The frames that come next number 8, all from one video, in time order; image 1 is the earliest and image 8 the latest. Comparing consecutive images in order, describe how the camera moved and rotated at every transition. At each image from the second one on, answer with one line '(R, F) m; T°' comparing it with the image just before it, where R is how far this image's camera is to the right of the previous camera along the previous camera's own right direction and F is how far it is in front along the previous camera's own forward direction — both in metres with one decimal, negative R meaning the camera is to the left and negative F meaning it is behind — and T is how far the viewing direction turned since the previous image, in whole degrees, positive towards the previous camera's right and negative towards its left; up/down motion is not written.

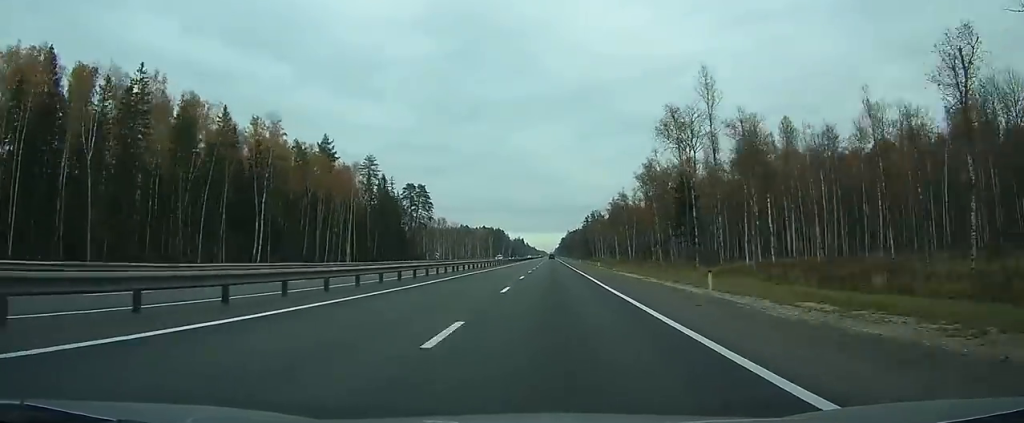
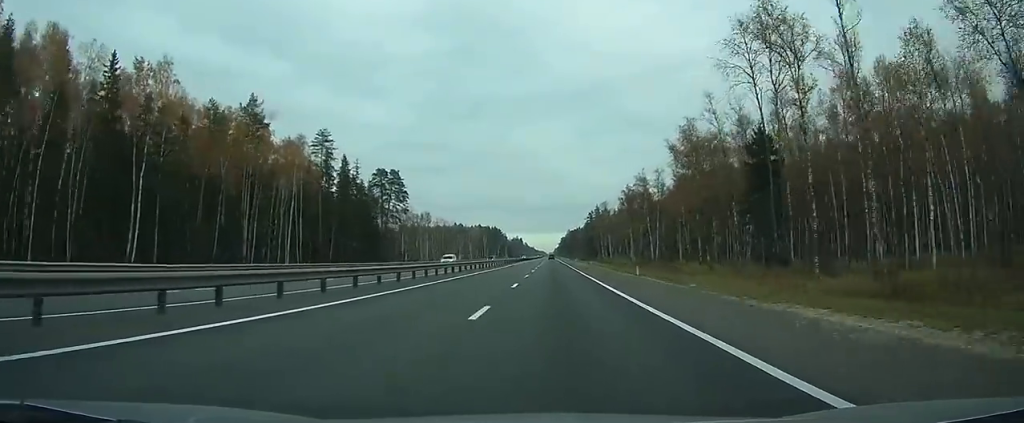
(0.0, +29.4) m; 0°
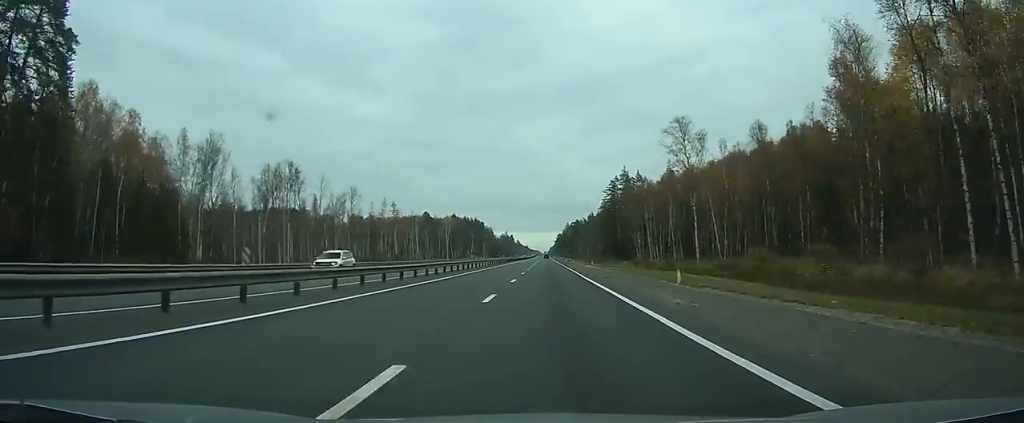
(+1.3, +116.6) m; +1°
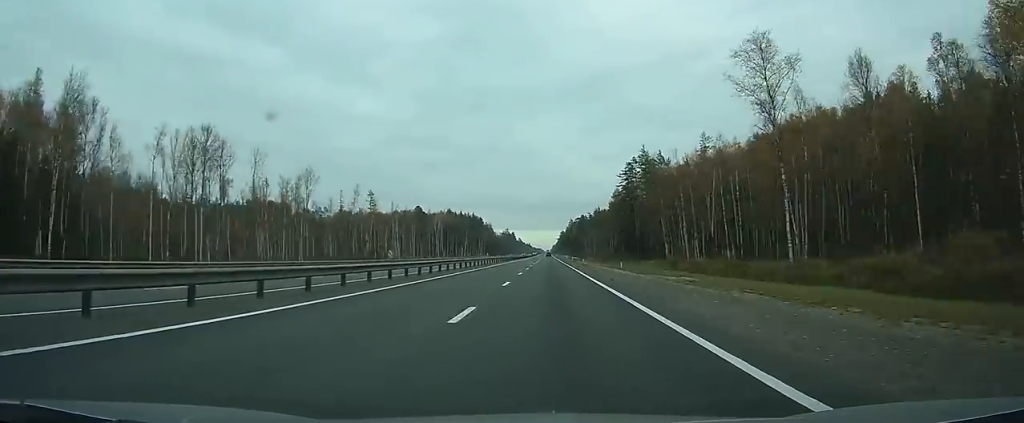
(-0.1, +28.6) m; 0°
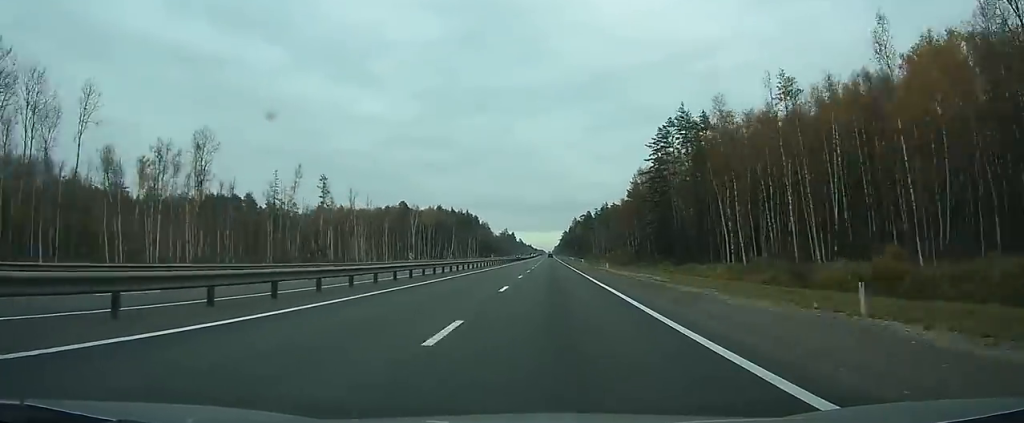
(0.0, +36.4) m; 0°
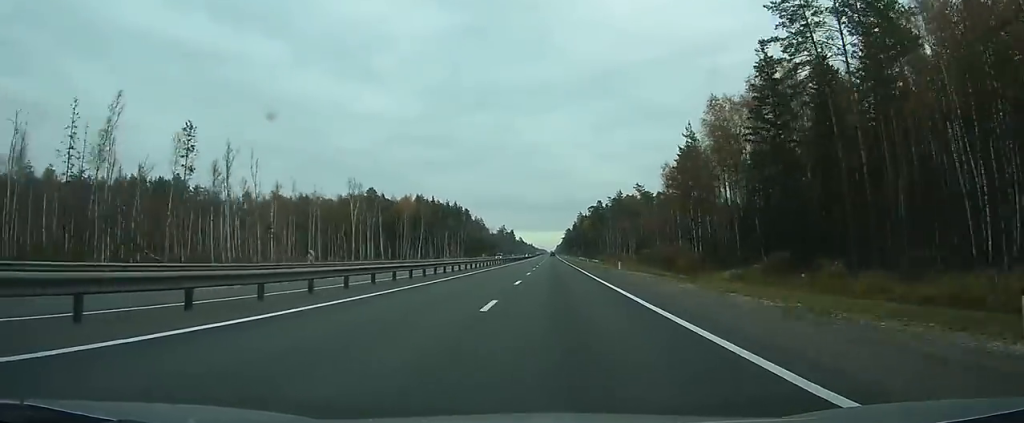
(+0.1, +51.1) m; 0°
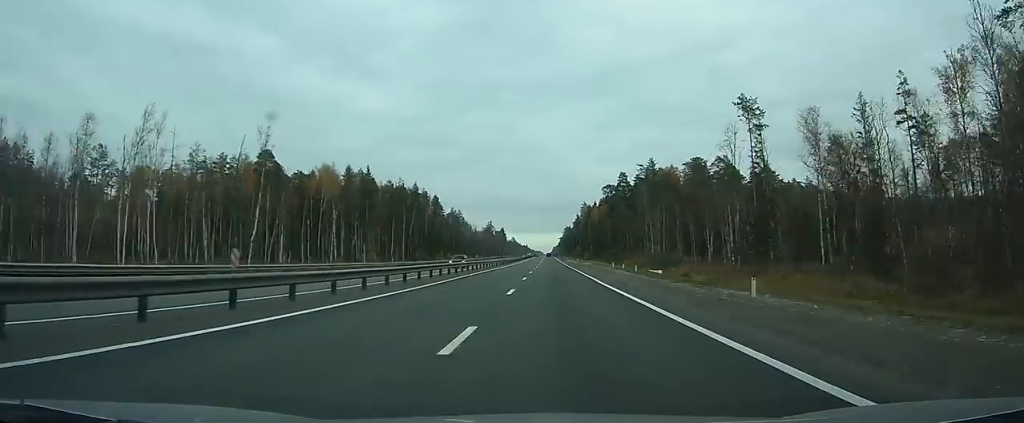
(-0.1, +88.7) m; 0°
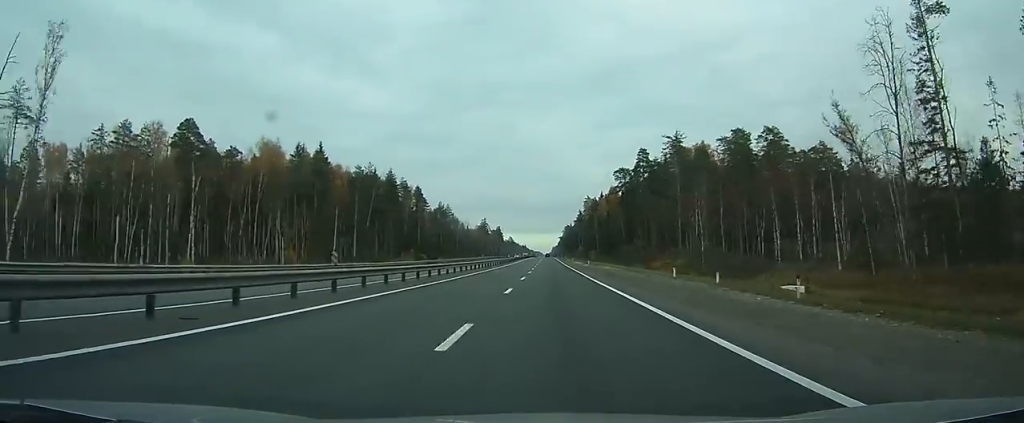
(0.0, +38.0) m; 0°
